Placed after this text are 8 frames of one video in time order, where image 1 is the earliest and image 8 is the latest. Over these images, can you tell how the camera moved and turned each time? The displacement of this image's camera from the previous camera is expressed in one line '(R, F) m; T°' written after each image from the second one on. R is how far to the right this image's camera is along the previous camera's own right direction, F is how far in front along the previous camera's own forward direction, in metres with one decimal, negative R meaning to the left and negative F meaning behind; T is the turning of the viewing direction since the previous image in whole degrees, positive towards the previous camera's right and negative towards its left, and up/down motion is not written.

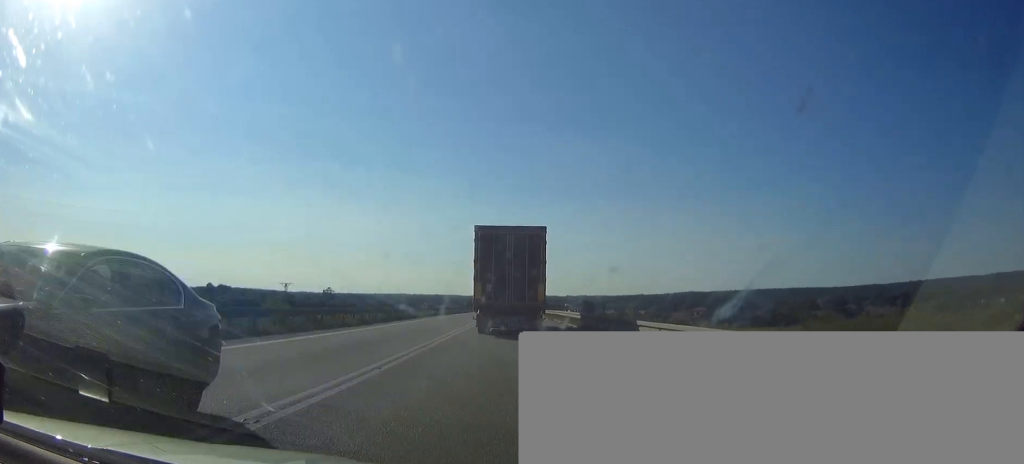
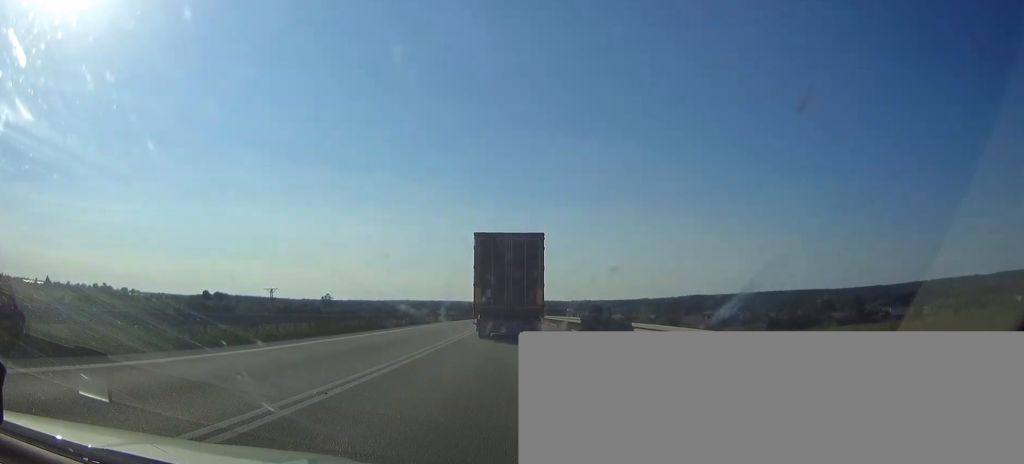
(-0.1, +15.8) m; 0°
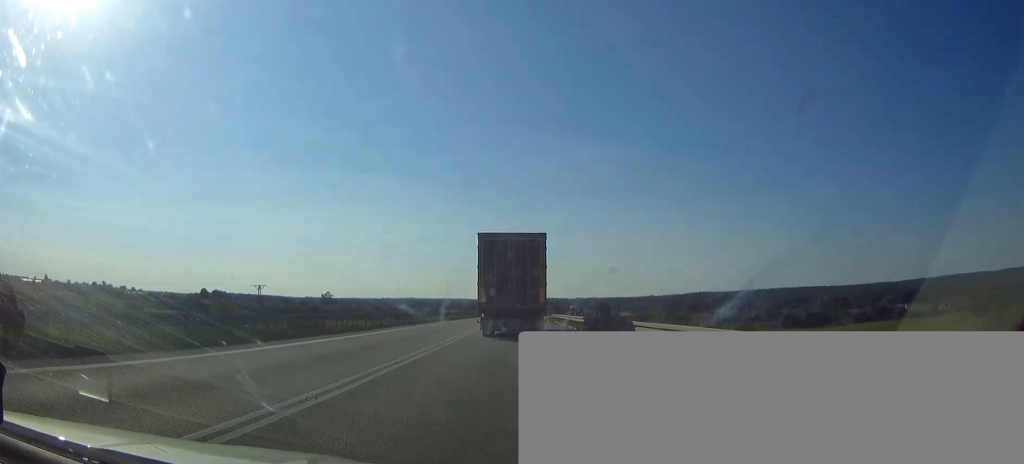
(0.0, +12.8) m; 0°
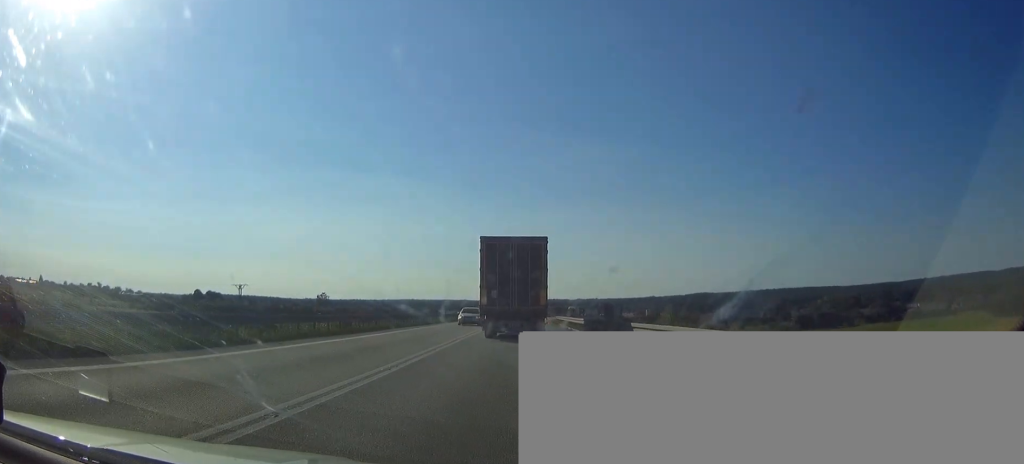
(0.0, +13.5) m; 0°
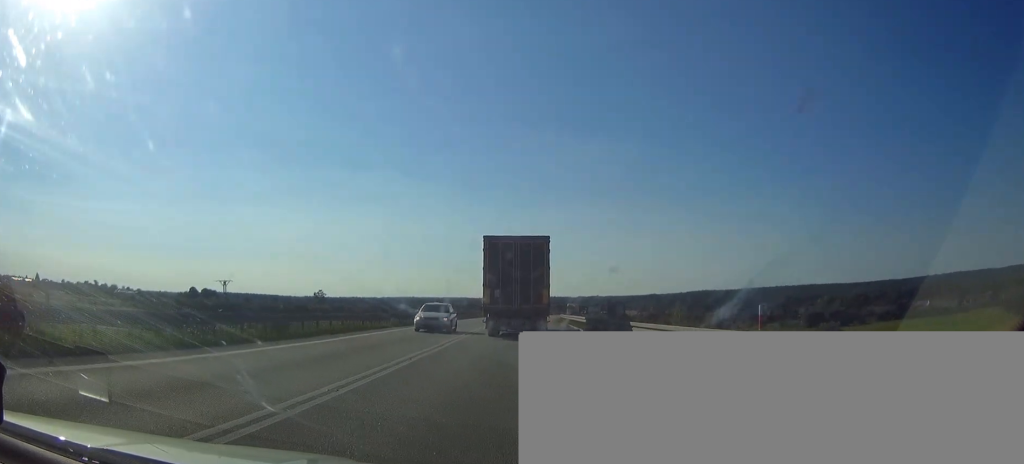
(0.0, +9.7) m; 0°
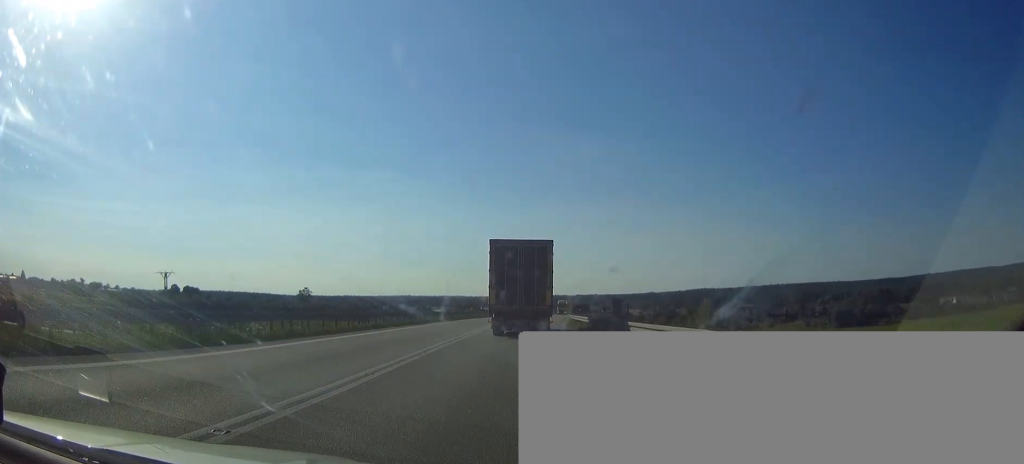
(-0.1, +27.5) m; 0°
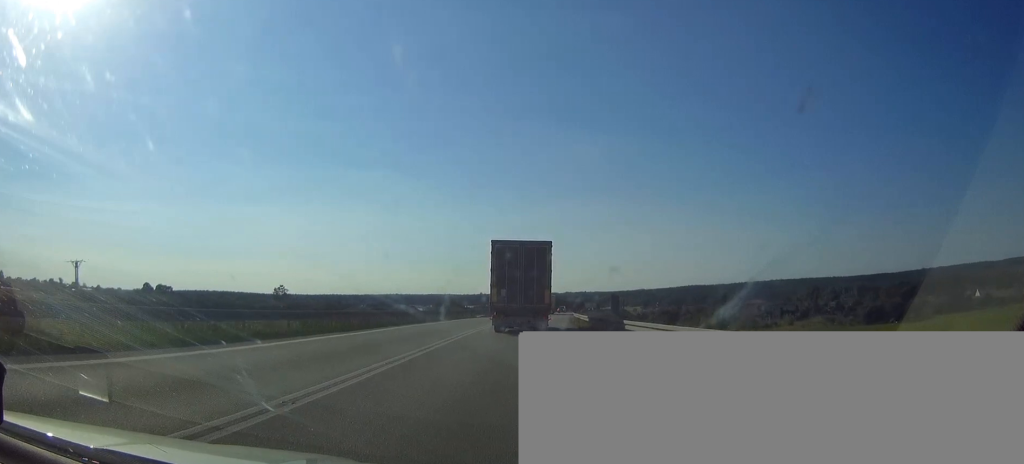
(+0.1, +28.3) m; +1°
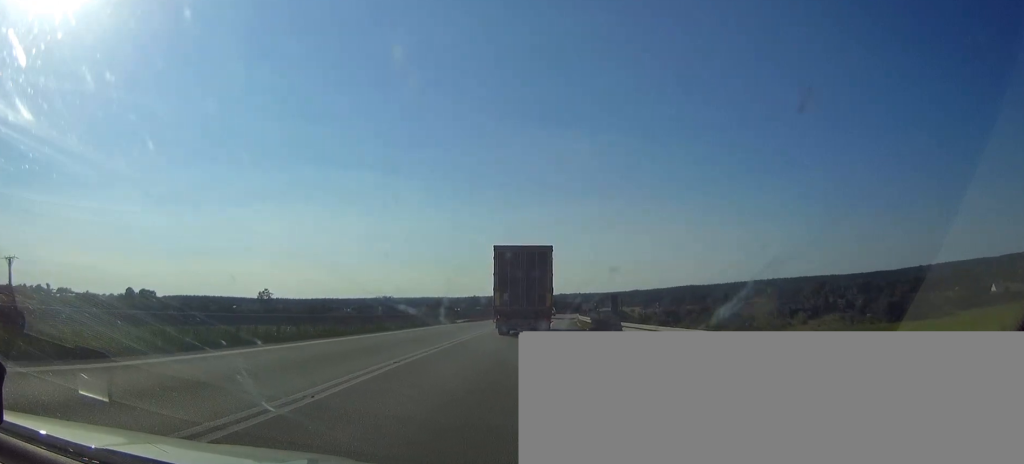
(+0.1, +17.2) m; +1°
